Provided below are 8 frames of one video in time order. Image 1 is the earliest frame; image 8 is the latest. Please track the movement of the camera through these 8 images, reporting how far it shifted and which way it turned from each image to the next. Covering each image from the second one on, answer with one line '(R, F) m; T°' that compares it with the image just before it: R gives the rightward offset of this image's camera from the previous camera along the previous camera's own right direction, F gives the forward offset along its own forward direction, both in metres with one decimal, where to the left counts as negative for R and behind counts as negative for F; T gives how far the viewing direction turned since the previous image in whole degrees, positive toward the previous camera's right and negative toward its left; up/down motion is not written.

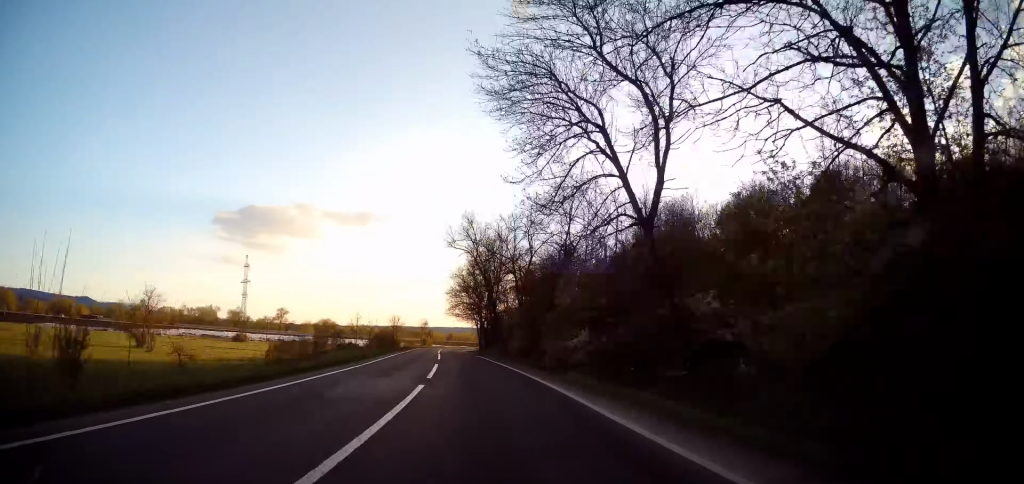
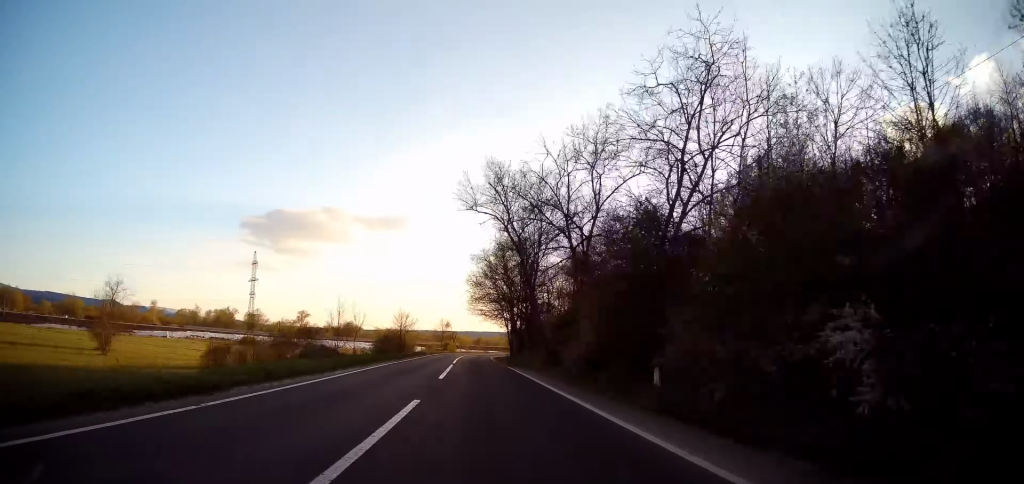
(-0.5, +17.7) m; -3°
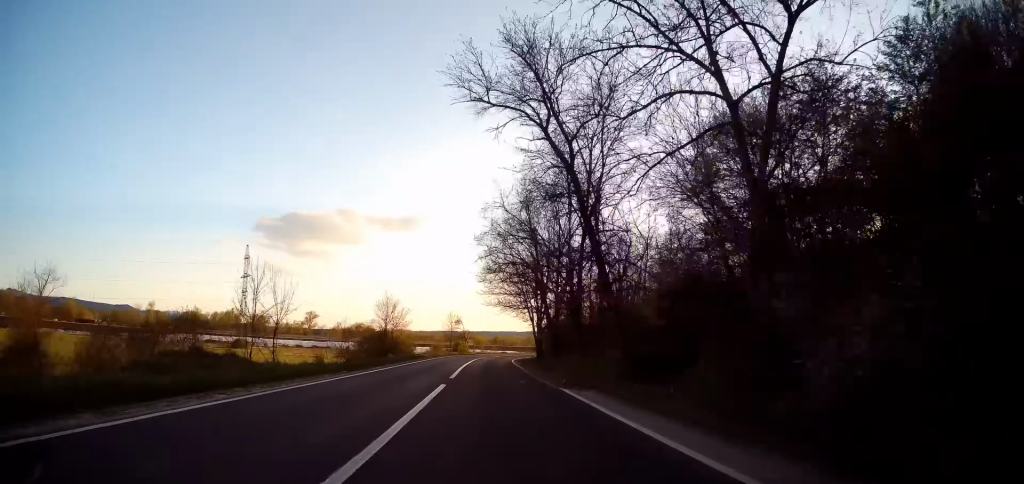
(-0.6, +18.5) m; -3°
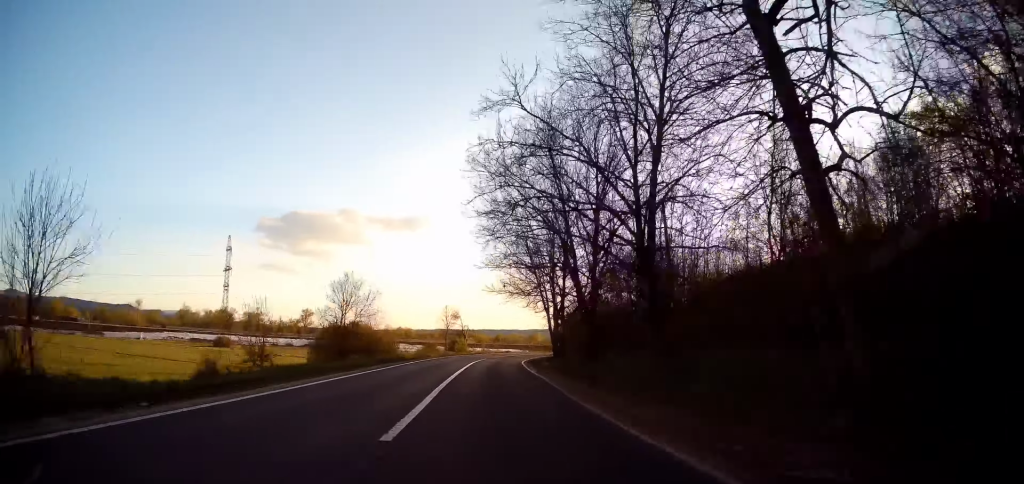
(-0.3, +13.9) m; -2°
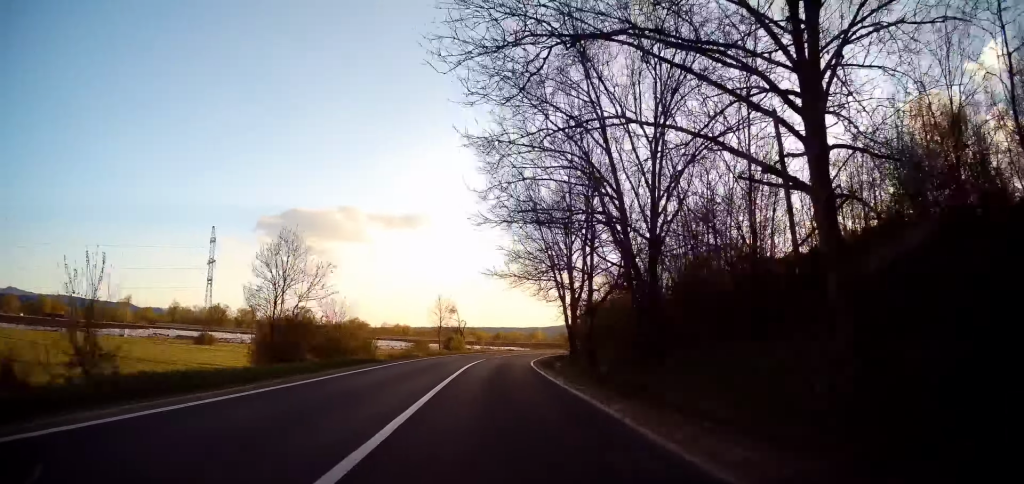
(-0.2, +10.1) m; 0°
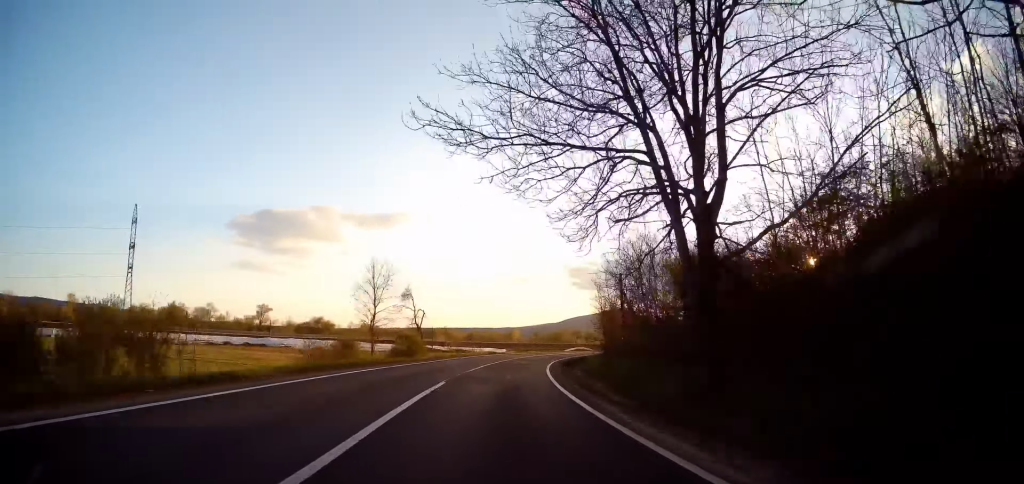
(0.0, +26.3) m; +2°
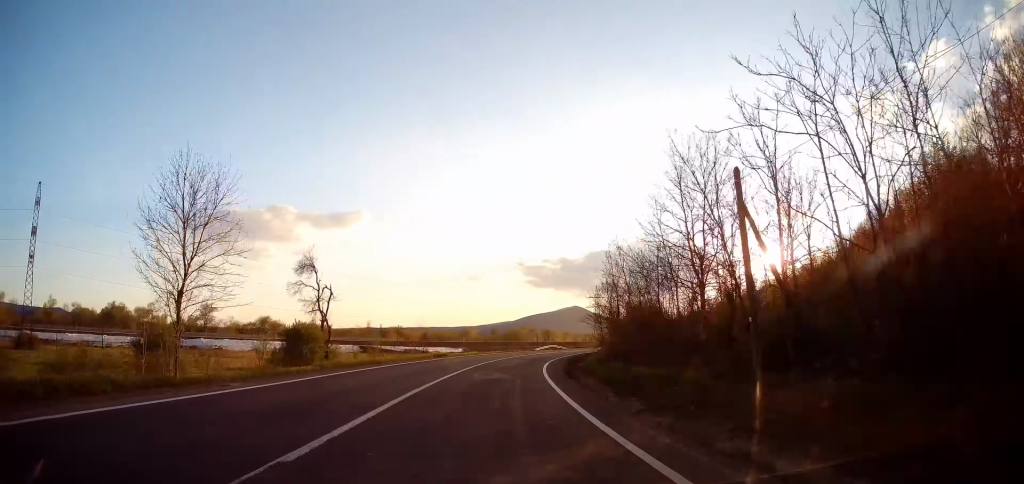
(+0.4, +20.1) m; +3°
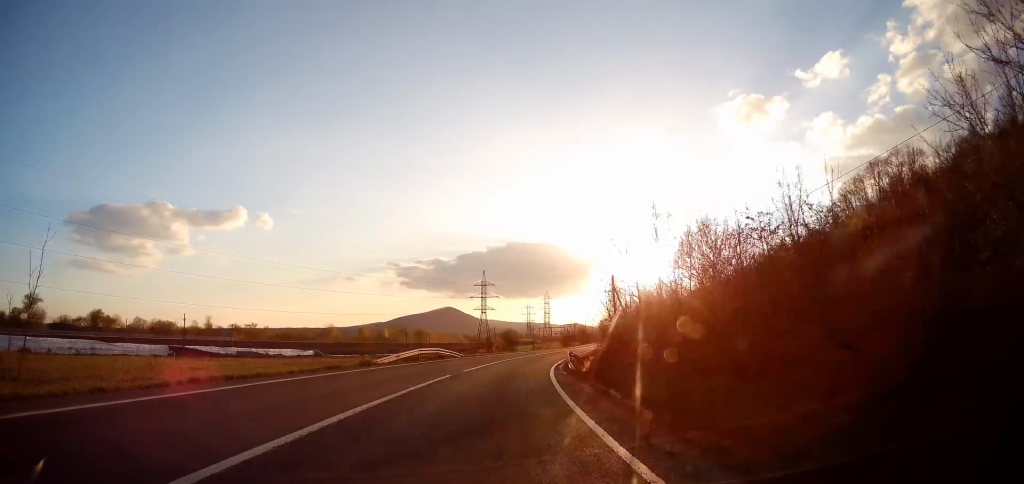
(+4.9, +56.2) m; +11°
